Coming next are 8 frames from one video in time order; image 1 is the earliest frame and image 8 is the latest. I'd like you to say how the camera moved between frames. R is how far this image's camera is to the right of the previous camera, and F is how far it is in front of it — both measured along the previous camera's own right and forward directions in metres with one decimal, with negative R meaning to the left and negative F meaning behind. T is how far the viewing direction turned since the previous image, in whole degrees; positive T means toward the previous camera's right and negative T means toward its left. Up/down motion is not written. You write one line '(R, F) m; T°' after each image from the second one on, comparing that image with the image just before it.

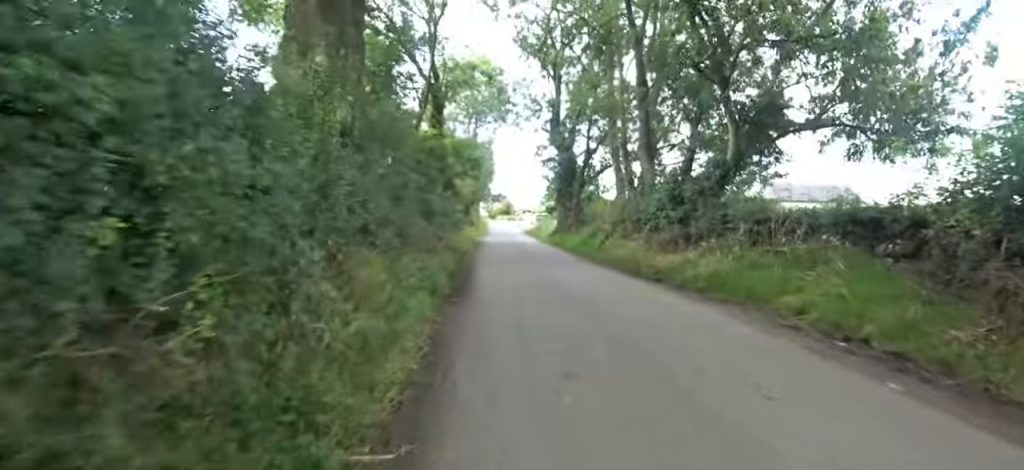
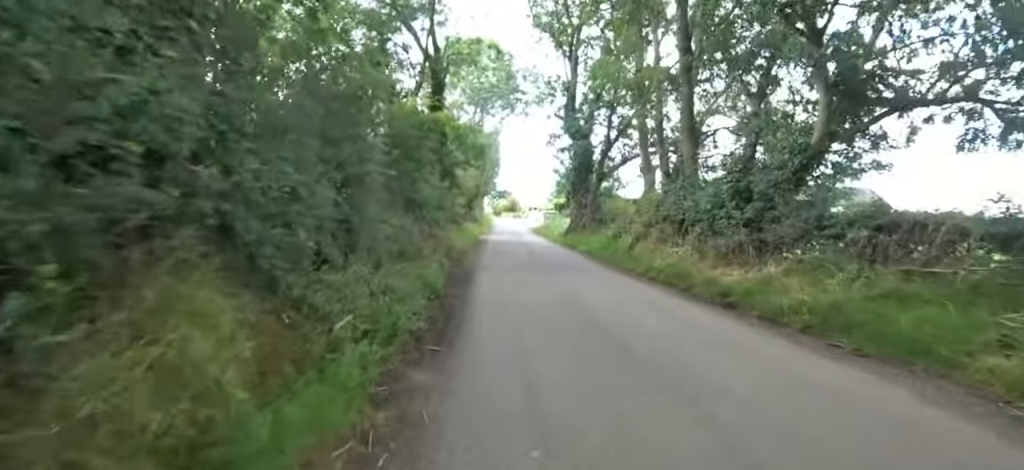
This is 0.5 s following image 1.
(-0.3, +2.6) m; -6°
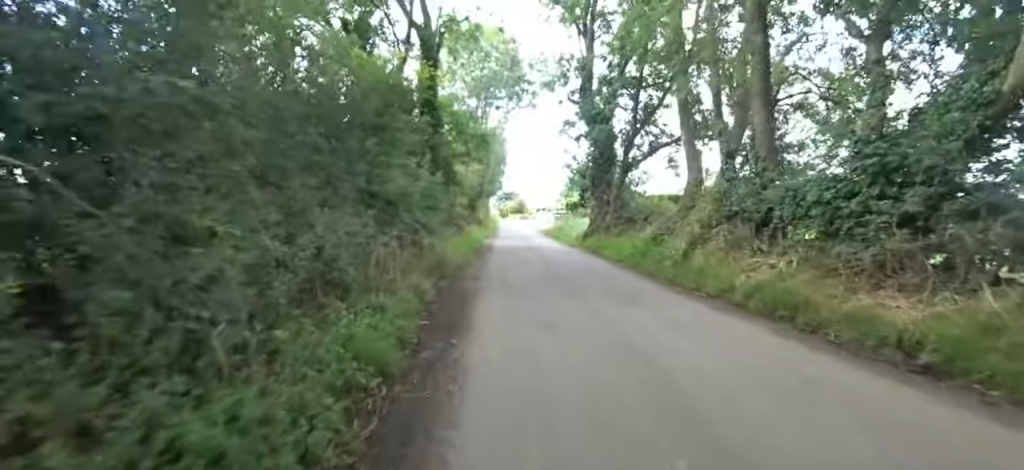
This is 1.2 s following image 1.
(0.0, +2.9) m; -1°
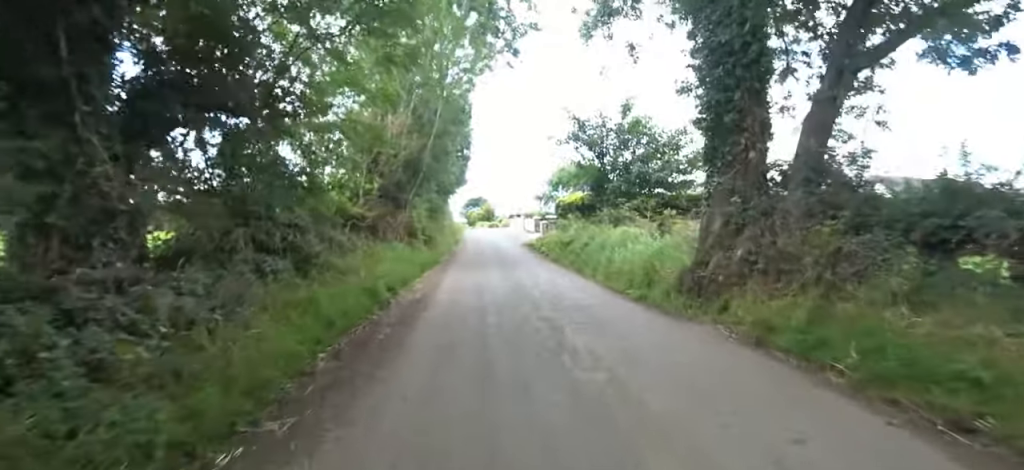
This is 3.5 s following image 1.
(+0.4, +11.6) m; +10°
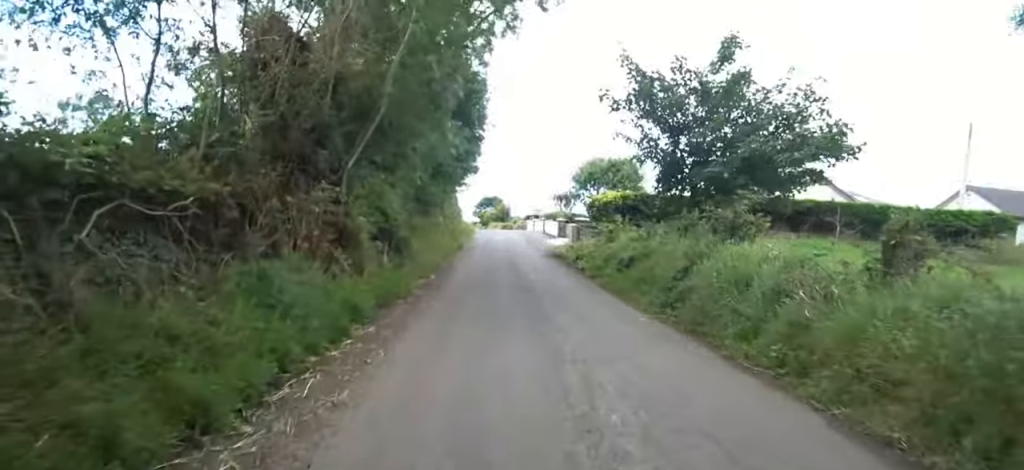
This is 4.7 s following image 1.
(+0.5, +5.9) m; -2°
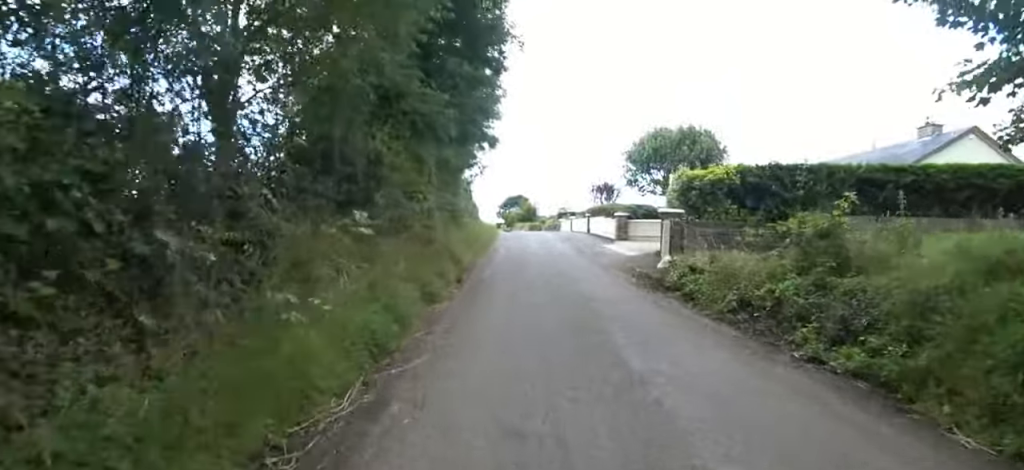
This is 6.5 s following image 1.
(-1.2, +8.7) m; -8°
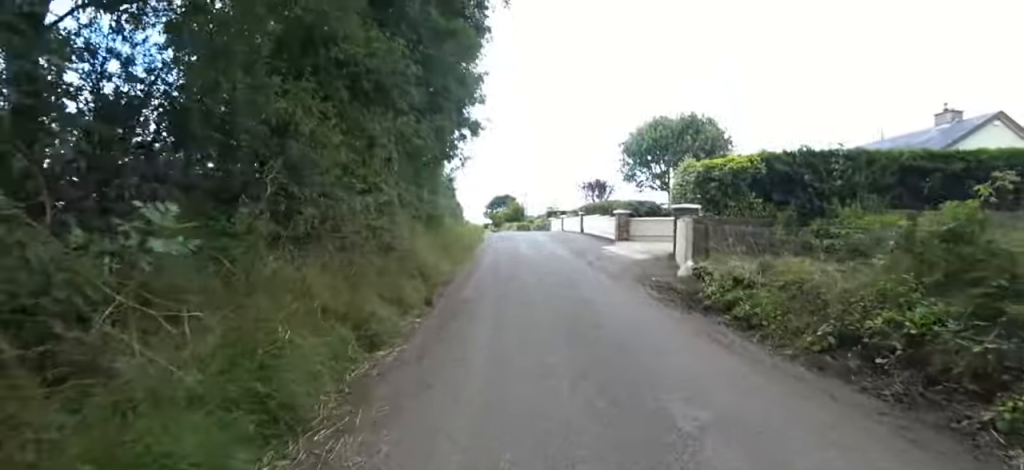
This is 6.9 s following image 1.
(0.0, +2.1) m; +4°
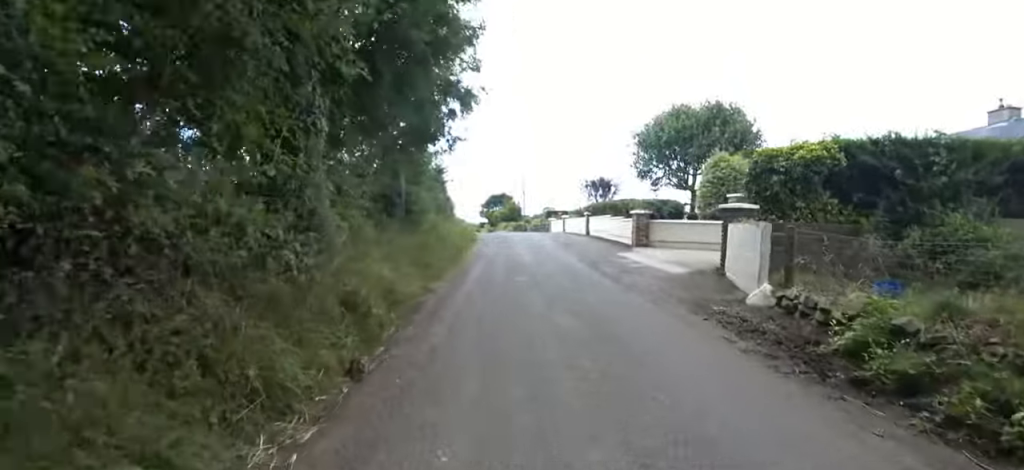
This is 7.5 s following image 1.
(-0.2, +2.9) m; +7°
